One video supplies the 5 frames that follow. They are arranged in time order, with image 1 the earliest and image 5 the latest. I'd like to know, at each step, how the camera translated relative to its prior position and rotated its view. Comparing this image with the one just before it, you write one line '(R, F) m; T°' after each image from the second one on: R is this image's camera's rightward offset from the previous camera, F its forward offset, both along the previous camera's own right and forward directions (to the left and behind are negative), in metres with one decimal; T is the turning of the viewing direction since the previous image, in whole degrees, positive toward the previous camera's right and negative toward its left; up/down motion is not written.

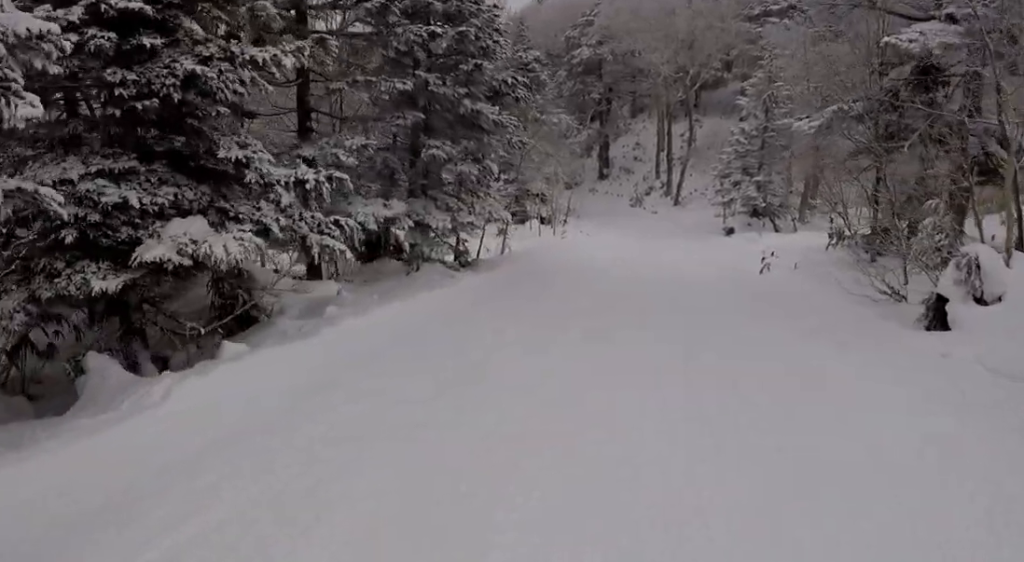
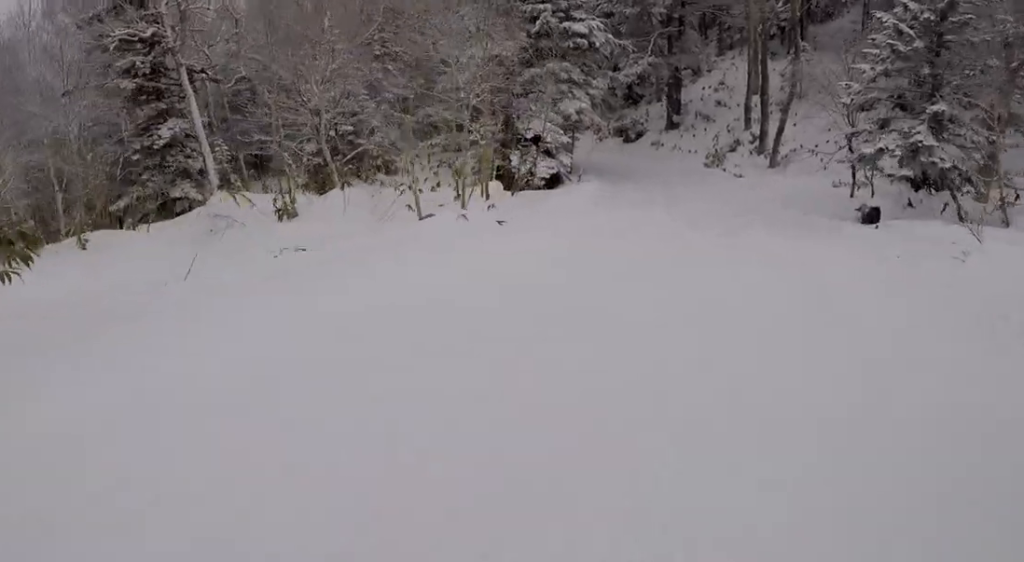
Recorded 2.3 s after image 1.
(+0.7, +18.8) m; -5°
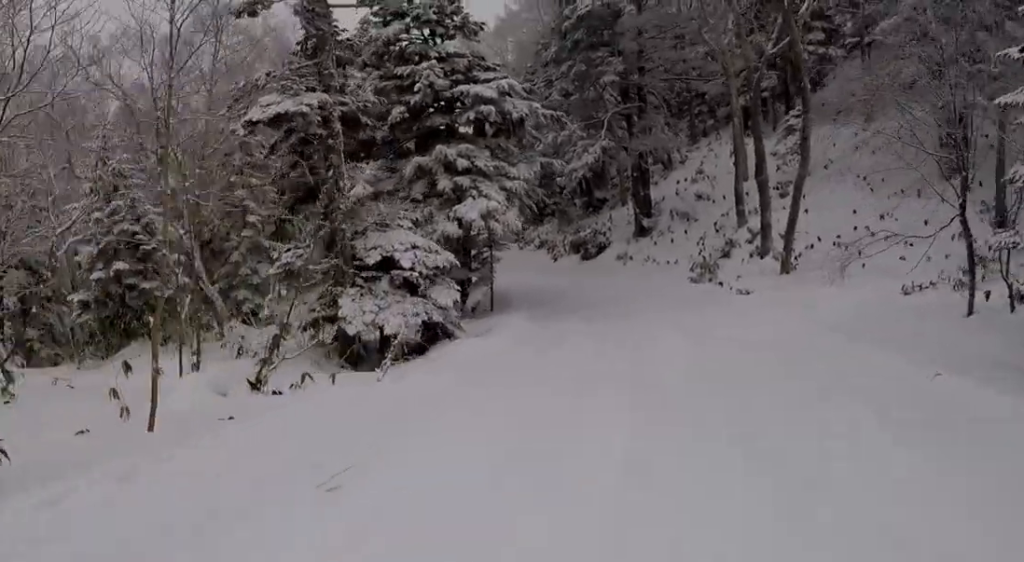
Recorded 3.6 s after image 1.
(-1.0, +11.8) m; -7°
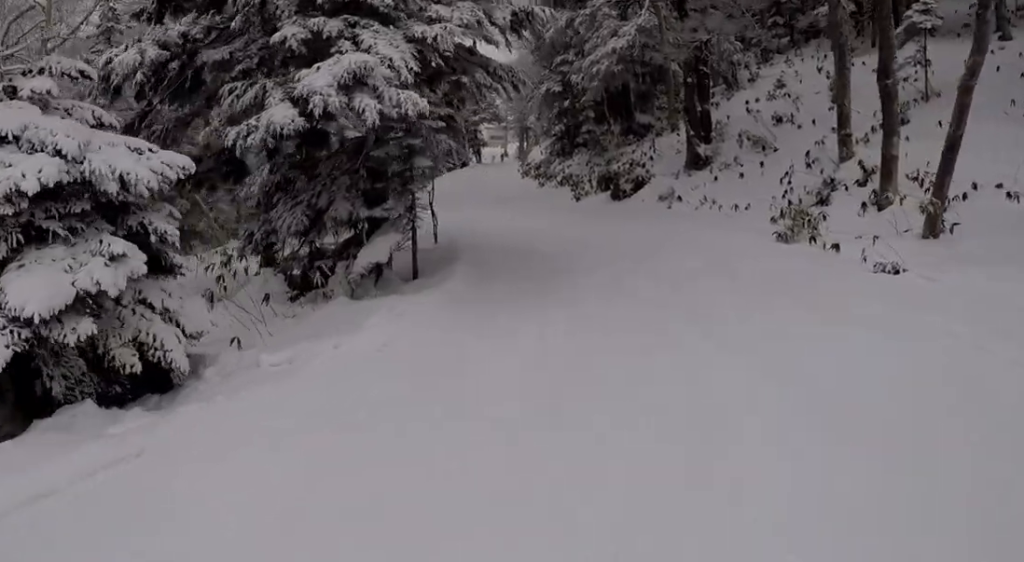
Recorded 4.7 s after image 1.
(-0.3, +10.0) m; -6°
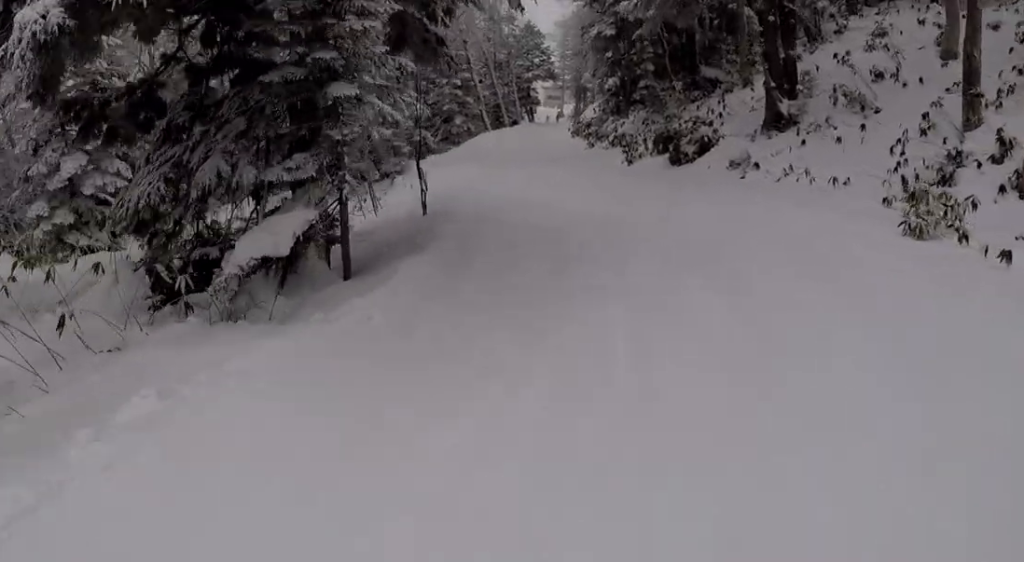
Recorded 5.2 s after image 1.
(+0.2, +4.6) m; -4°
